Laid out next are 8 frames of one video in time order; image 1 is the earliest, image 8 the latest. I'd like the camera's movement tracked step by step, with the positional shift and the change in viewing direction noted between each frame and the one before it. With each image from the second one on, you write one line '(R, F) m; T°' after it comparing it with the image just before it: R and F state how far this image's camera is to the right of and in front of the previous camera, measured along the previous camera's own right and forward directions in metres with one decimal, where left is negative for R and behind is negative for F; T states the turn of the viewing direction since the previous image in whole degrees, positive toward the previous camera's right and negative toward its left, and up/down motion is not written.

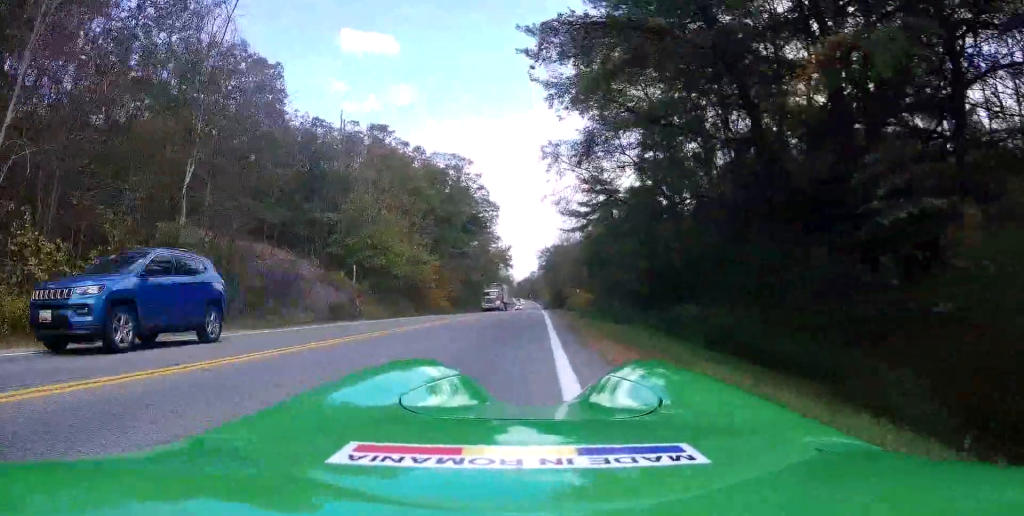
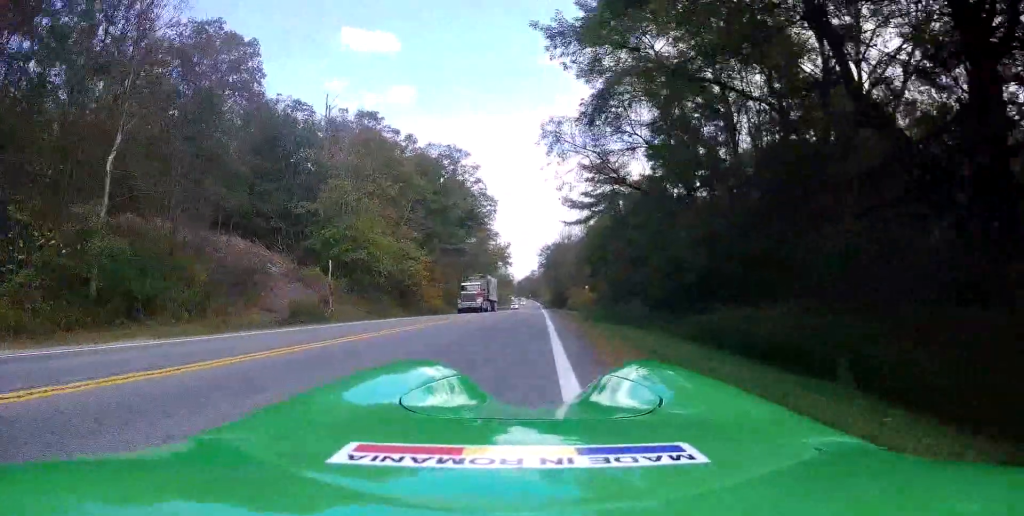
(0.0, +4.9) m; 0°
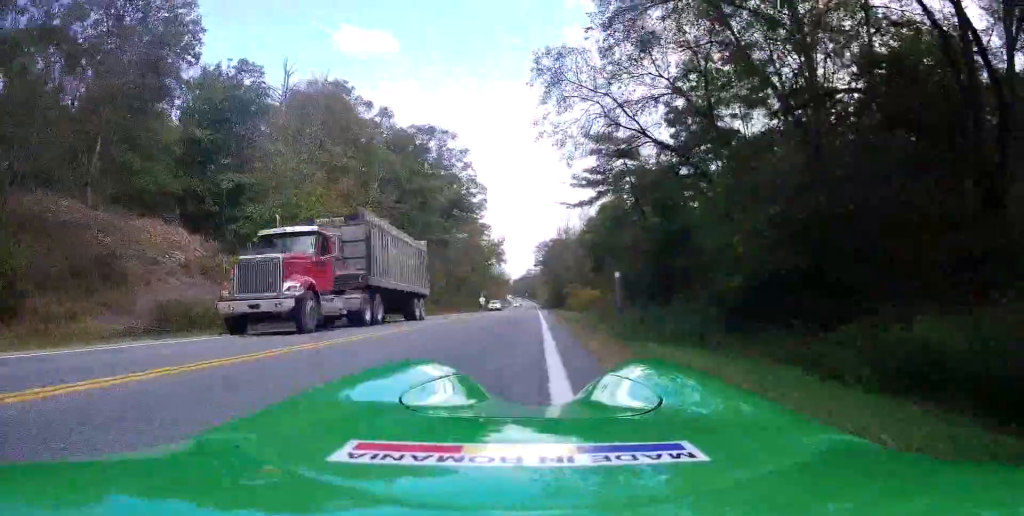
(0.0, +9.6) m; -1°
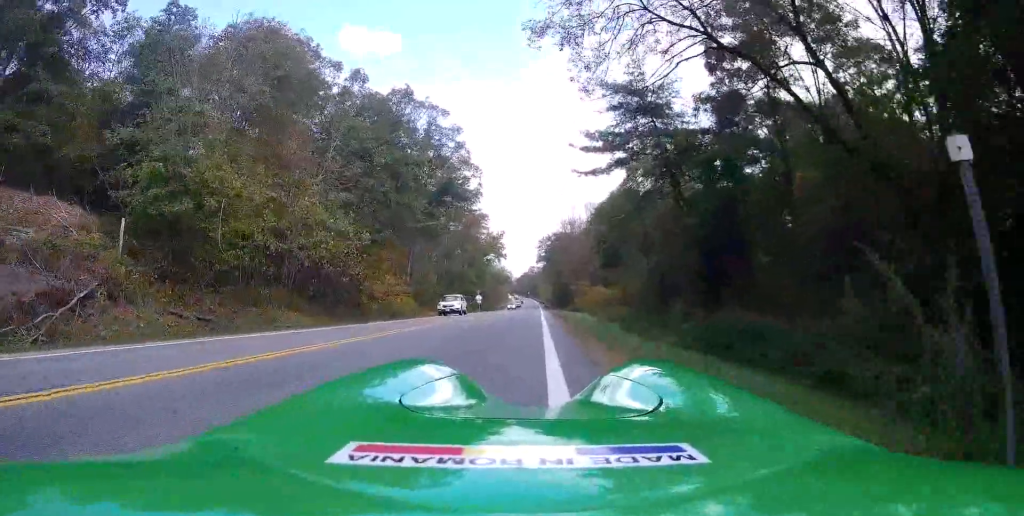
(-0.3, +11.0) m; -1°
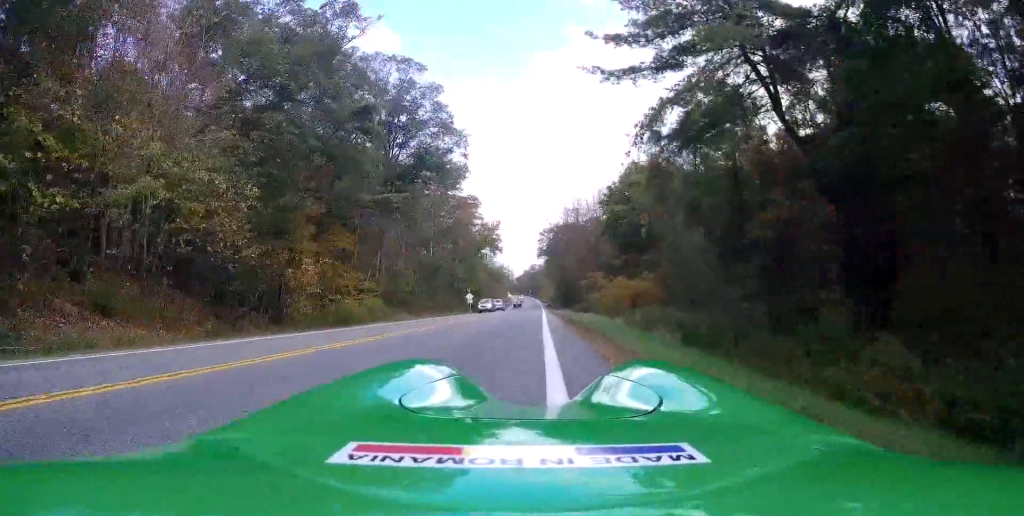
(+0.2, +18.3) m; +1°
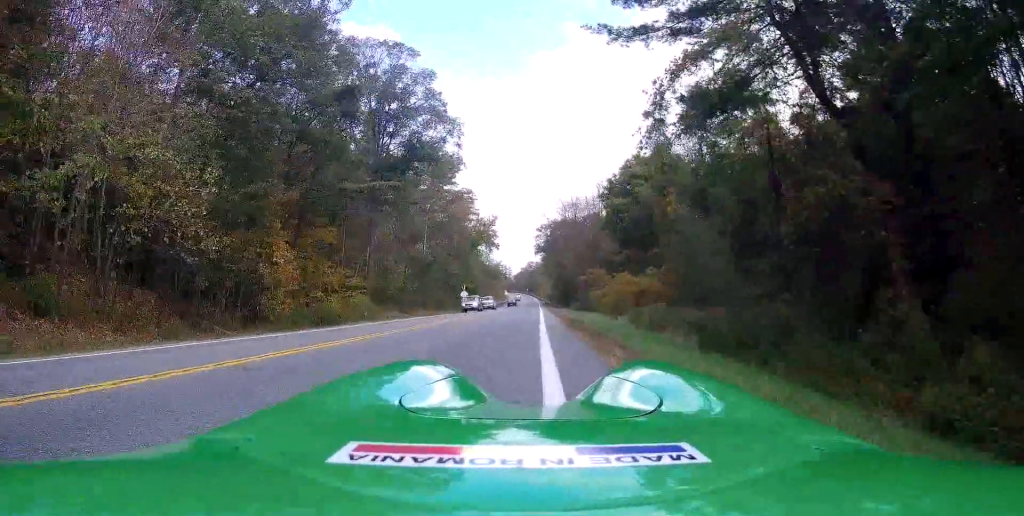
(0.0, +3.5) m; 0°
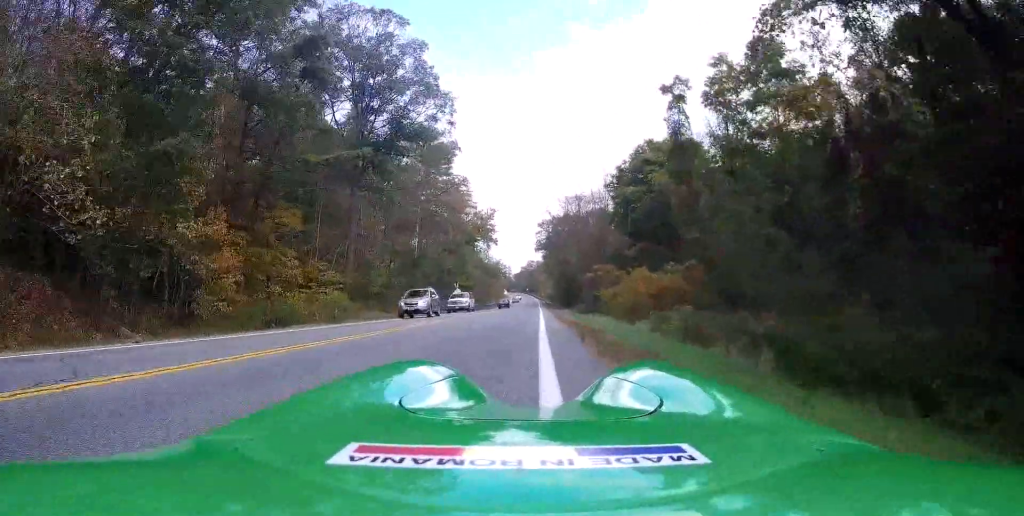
(0.0, +7.8) m; 0°
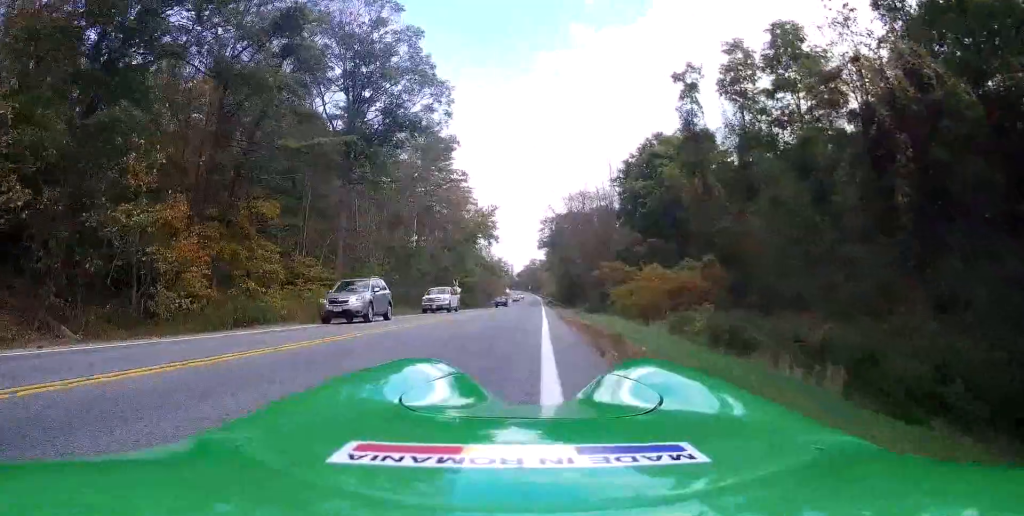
(0.0, +2.8) m; 0°
